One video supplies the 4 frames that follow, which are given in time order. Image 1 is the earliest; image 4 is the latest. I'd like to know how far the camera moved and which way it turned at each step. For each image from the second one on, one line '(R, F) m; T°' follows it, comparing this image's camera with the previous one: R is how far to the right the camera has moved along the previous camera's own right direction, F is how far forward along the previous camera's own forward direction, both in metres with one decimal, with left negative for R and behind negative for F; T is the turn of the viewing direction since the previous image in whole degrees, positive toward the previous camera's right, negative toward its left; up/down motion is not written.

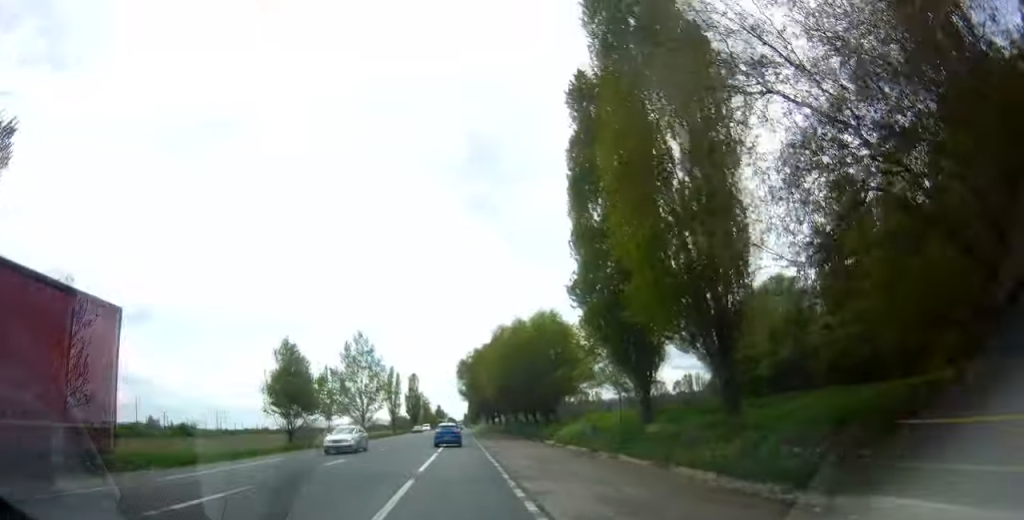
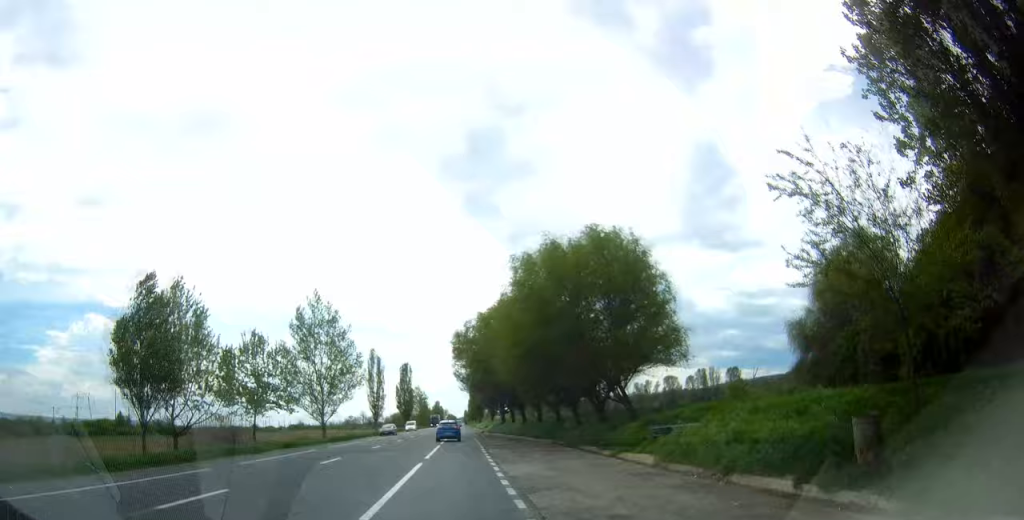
(+0.2, +24.0) m; +1°
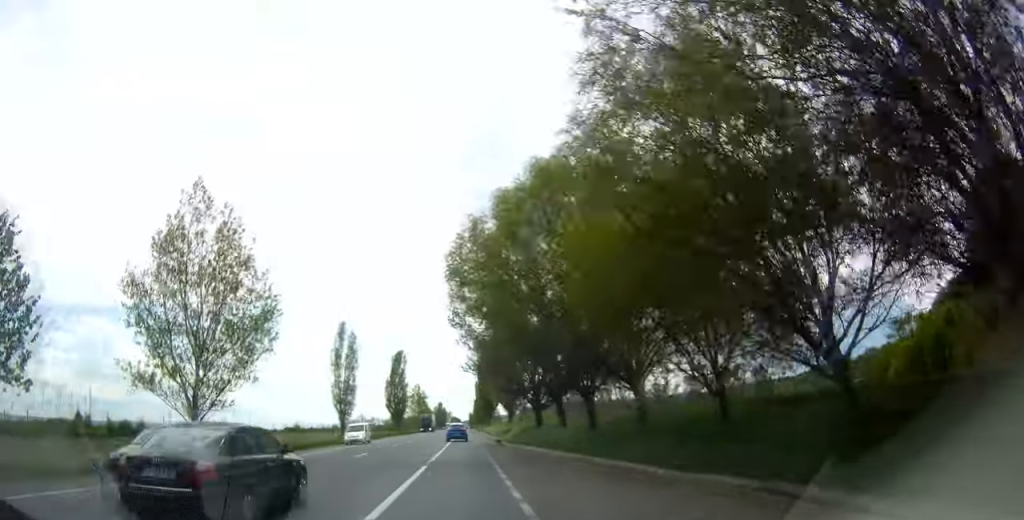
(+0.1, +30.0) m; 0°
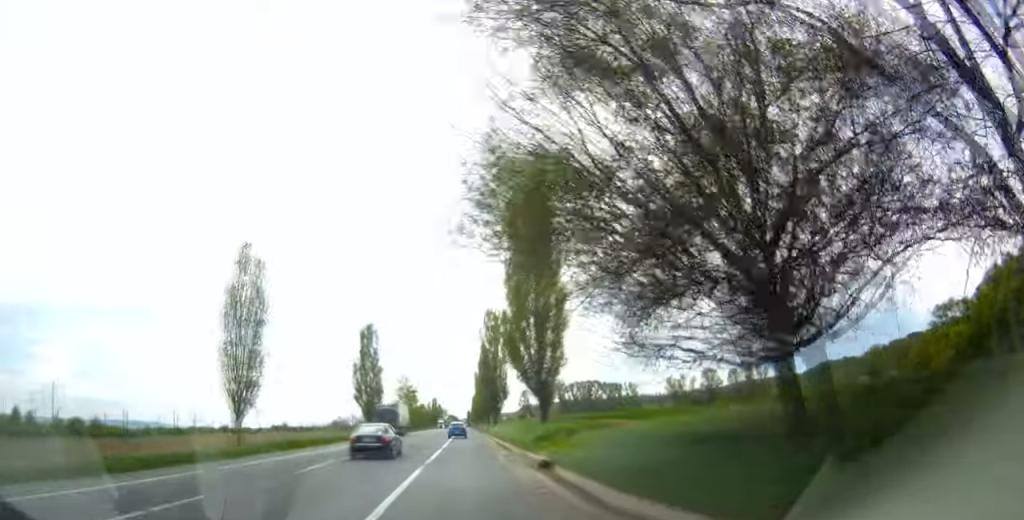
(-0.1, +31.5) m; 0°
